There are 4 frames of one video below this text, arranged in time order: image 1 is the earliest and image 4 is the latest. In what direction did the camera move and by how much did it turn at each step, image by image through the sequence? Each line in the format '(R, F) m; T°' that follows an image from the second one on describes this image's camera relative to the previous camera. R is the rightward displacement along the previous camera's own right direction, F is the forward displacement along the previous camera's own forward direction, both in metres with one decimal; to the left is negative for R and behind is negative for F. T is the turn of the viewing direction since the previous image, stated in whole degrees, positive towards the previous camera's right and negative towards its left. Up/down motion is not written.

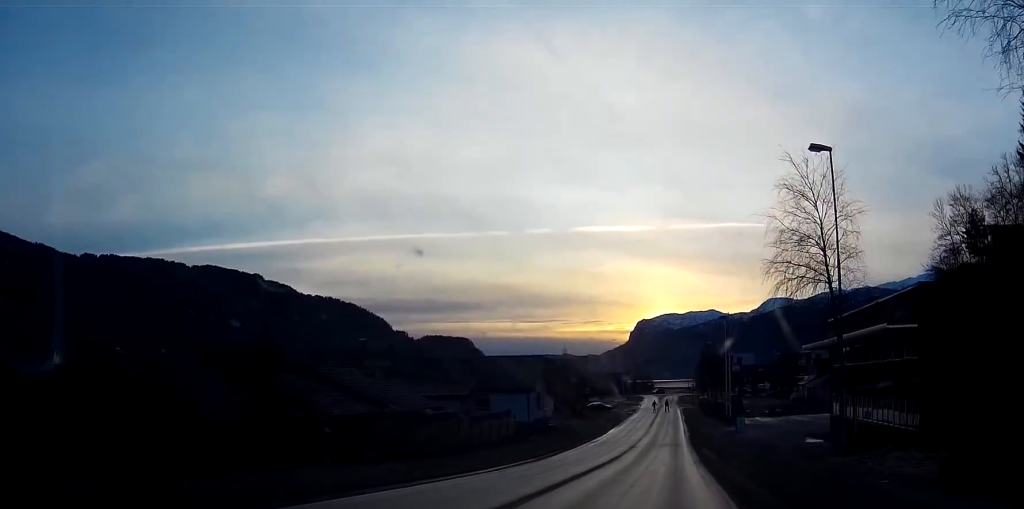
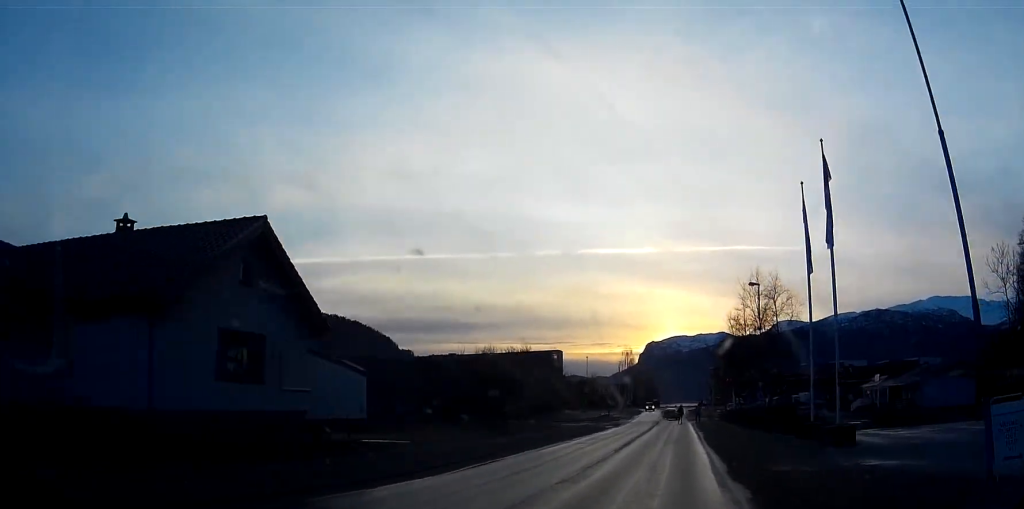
(-0.2, +45.4) m; -2°
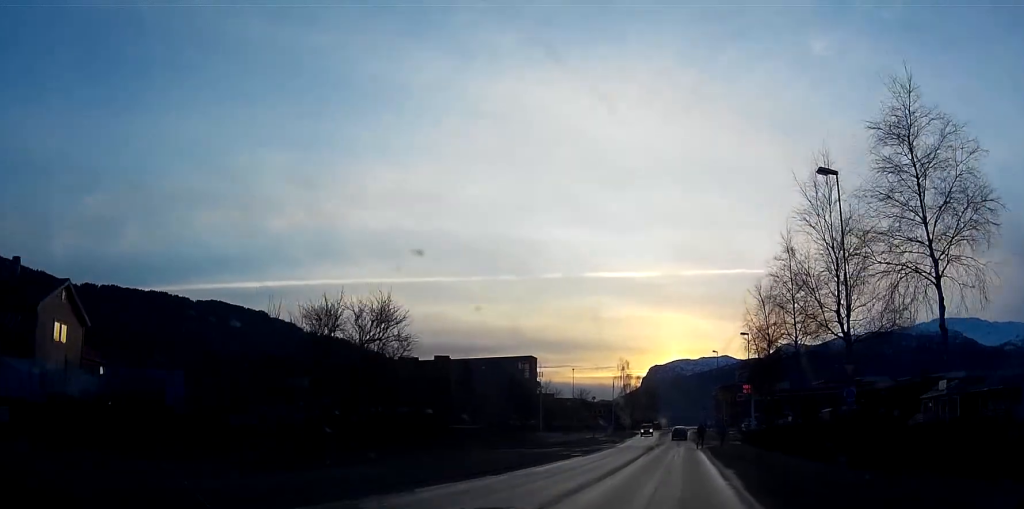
(-0.1, +23.9) m; 0°
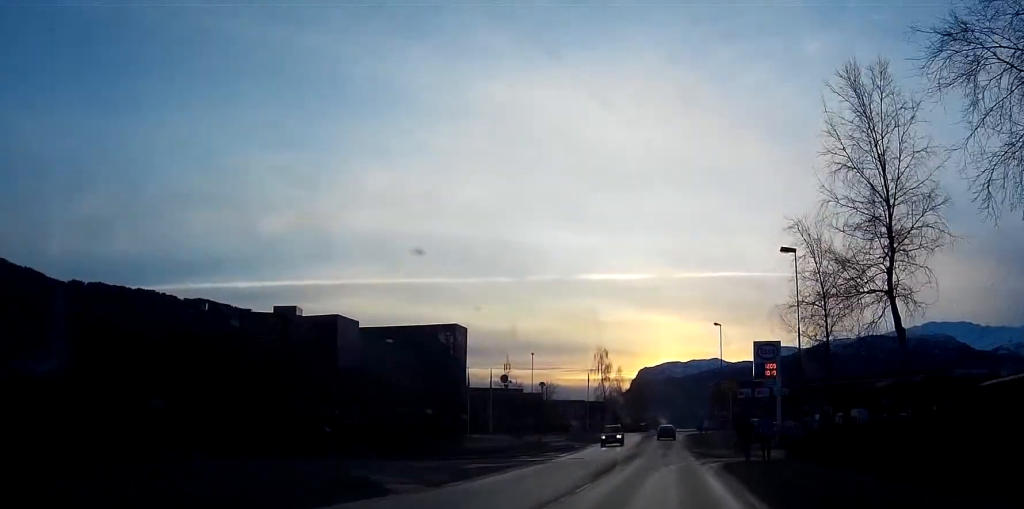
(+0.1, +28.5) m; 0°
